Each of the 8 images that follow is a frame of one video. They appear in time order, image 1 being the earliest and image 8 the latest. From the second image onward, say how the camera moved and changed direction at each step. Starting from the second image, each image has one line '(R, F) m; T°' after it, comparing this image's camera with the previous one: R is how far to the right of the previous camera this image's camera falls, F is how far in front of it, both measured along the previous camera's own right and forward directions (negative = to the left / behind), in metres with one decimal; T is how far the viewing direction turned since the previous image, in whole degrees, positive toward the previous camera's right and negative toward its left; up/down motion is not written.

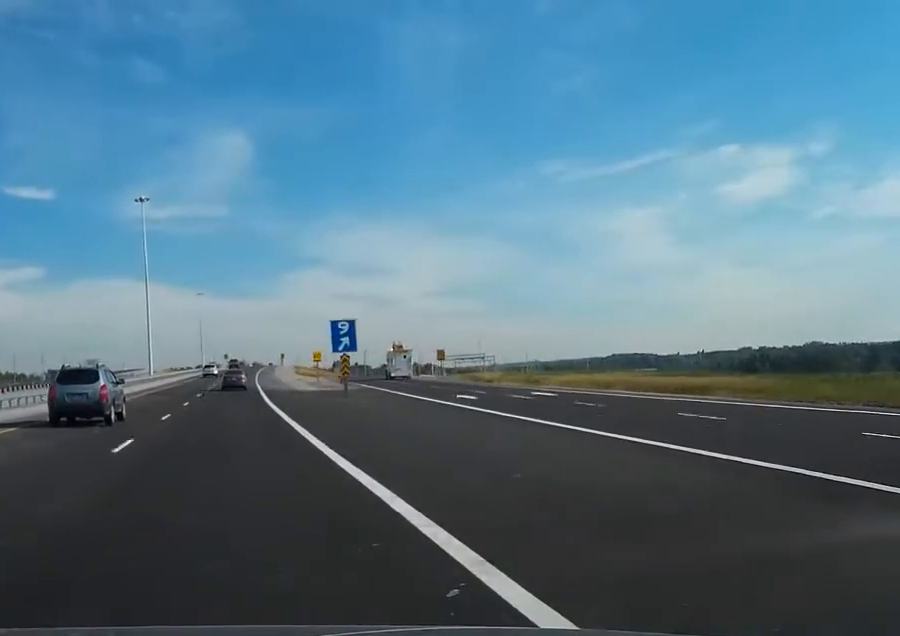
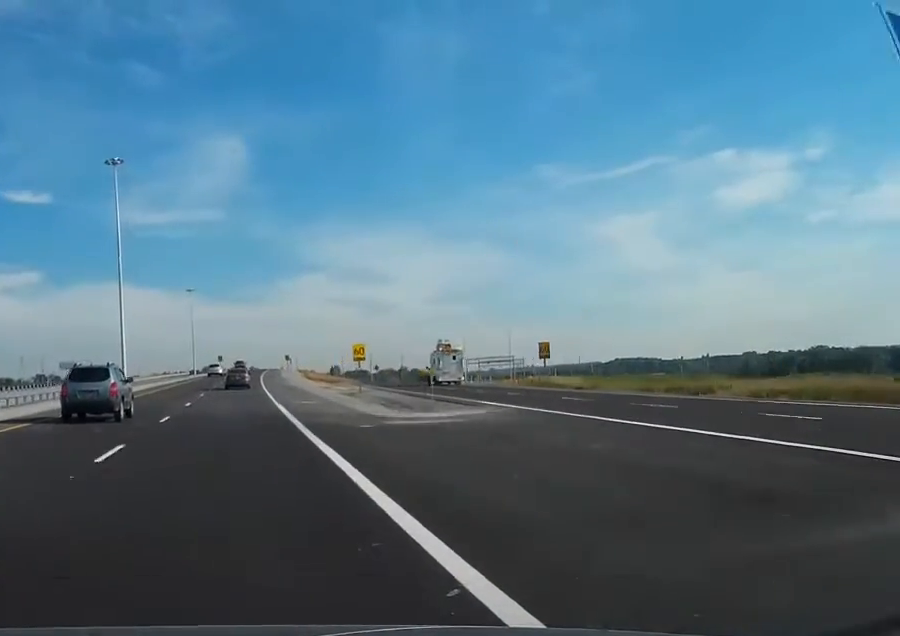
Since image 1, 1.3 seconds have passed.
(+0.1, +37.7) m; 0°
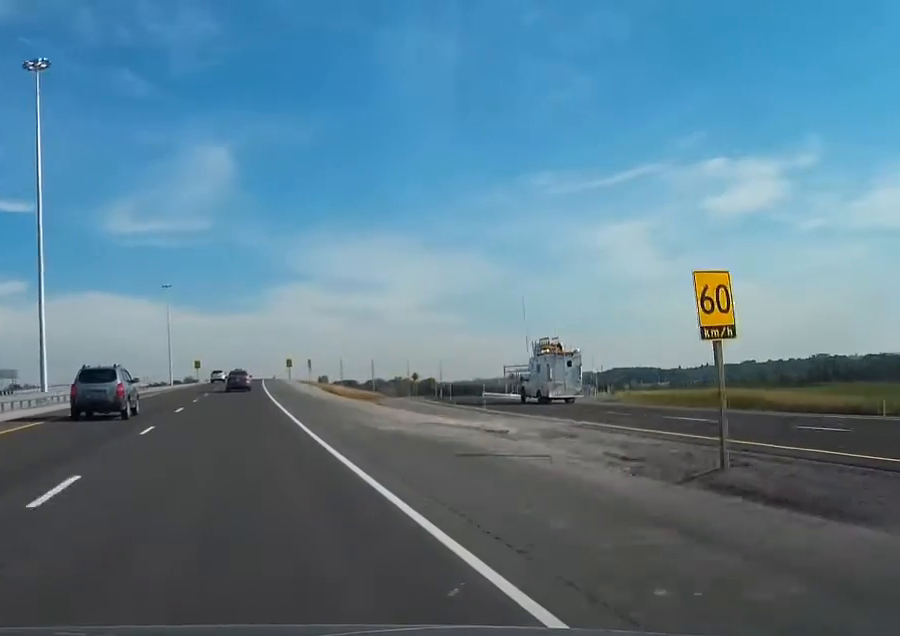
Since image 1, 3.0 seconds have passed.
(+0.4, +52.4) m; +1°
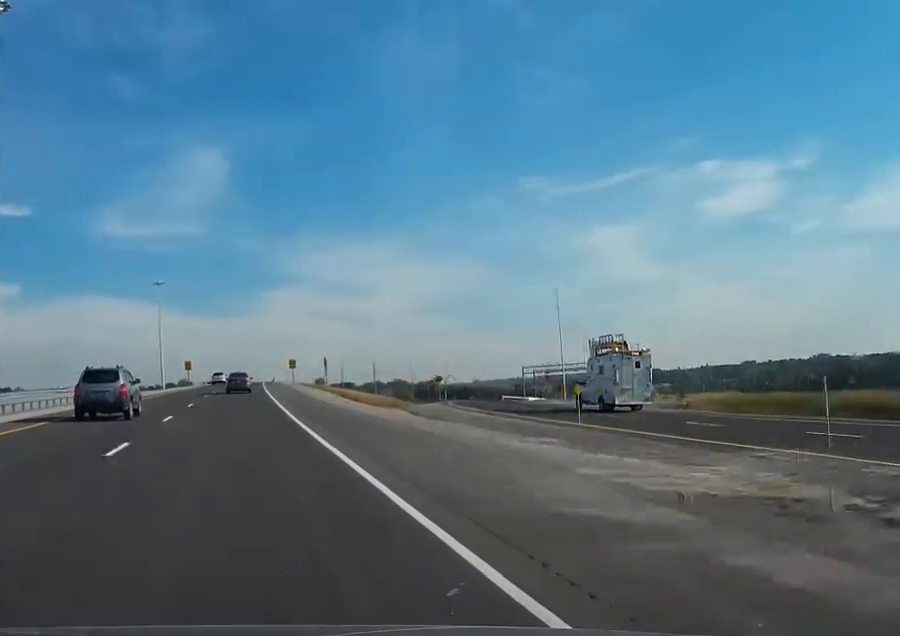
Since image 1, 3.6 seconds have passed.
(+0.1, +17.8) m; +1°
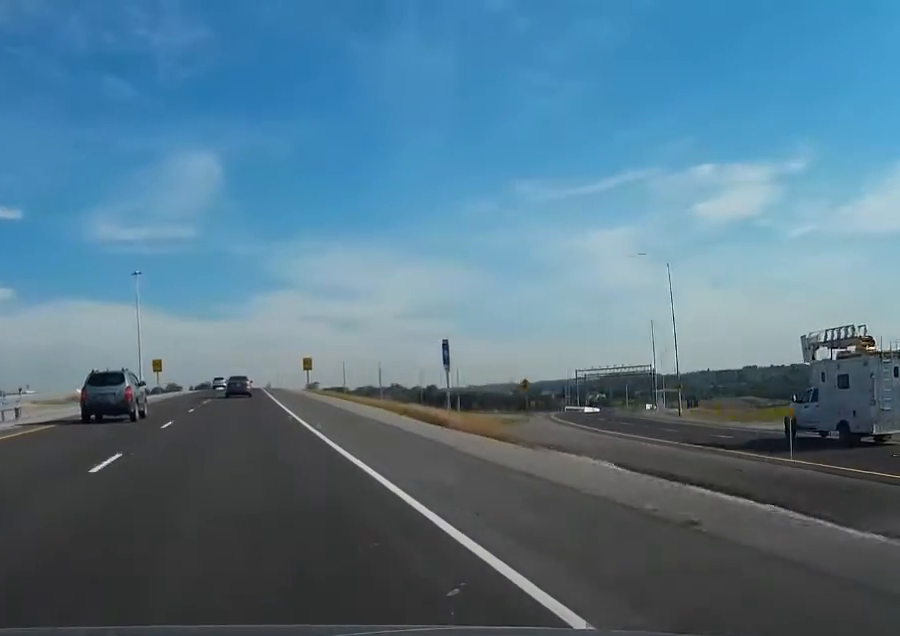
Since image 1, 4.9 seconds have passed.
(+0.3, +38.3) m; +1°
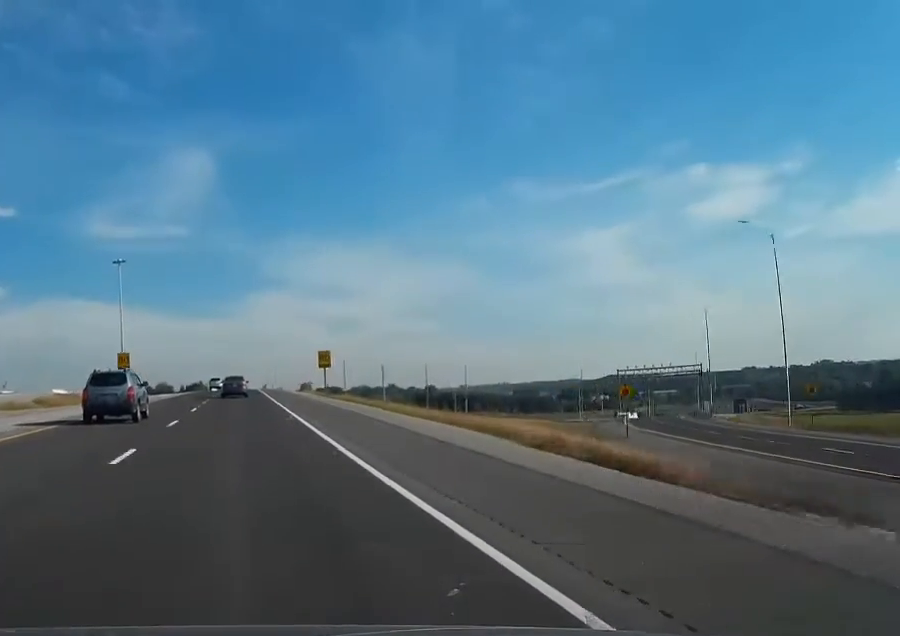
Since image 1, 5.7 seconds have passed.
(0.0, +22.5) m; 0°
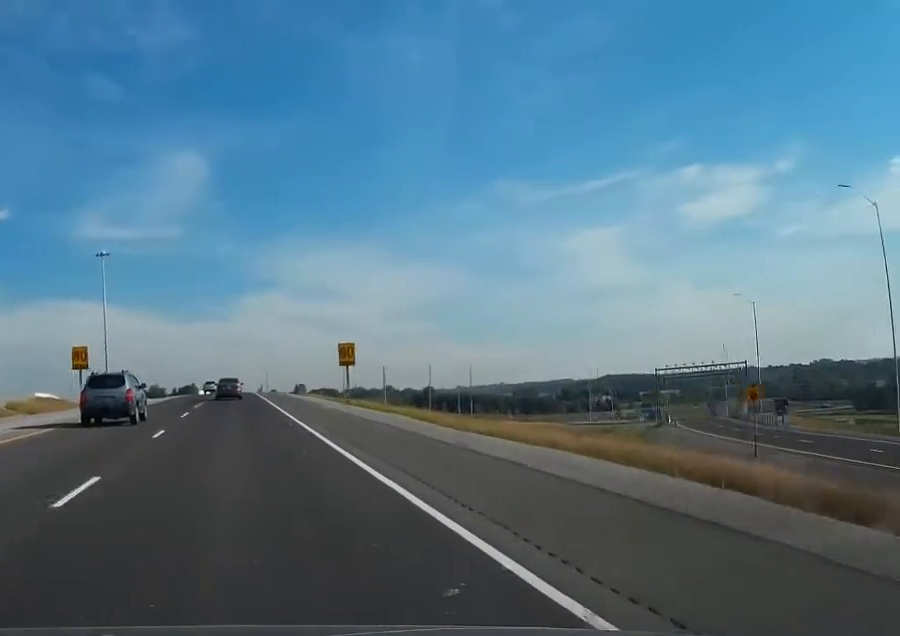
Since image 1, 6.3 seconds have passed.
(+0.1, +16.6) m; 0°
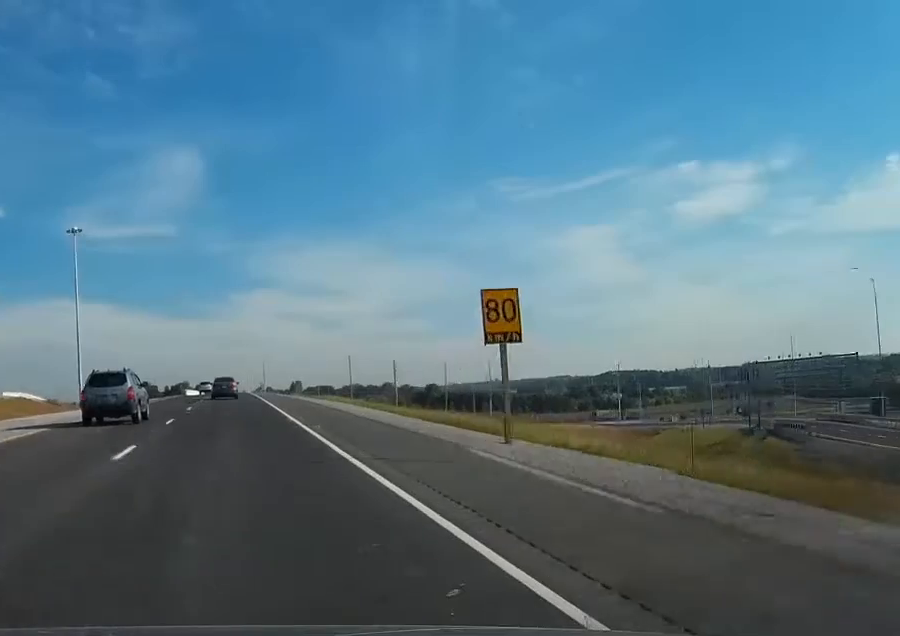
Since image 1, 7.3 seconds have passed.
(+0.1, +30.2) m; 0°
